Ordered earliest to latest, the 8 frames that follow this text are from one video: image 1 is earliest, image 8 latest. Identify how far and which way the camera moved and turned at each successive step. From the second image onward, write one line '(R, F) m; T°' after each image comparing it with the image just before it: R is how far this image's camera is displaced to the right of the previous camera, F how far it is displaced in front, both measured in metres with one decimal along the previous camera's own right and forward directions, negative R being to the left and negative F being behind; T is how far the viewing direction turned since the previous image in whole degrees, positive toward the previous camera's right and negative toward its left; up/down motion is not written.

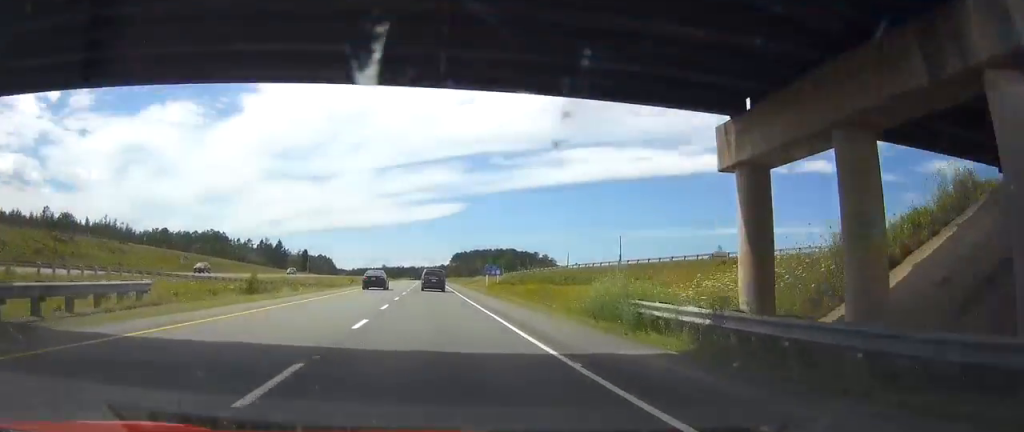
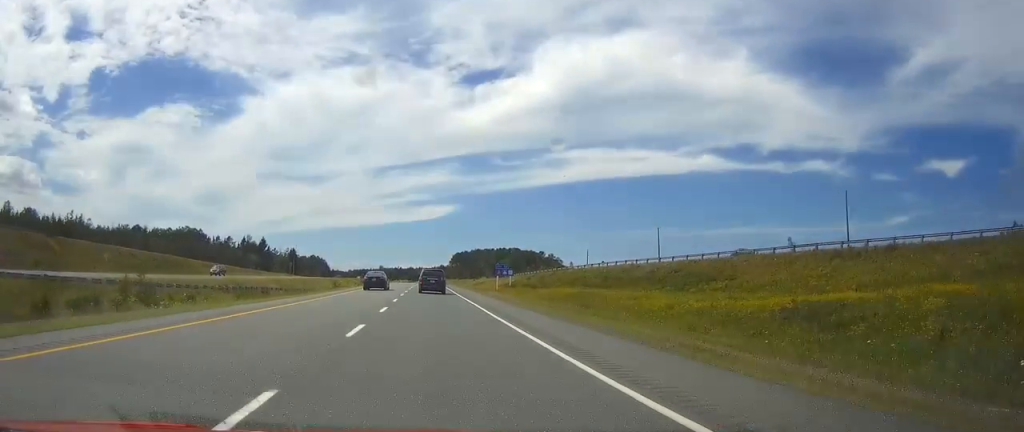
(0.0, +29.0) m; 0°
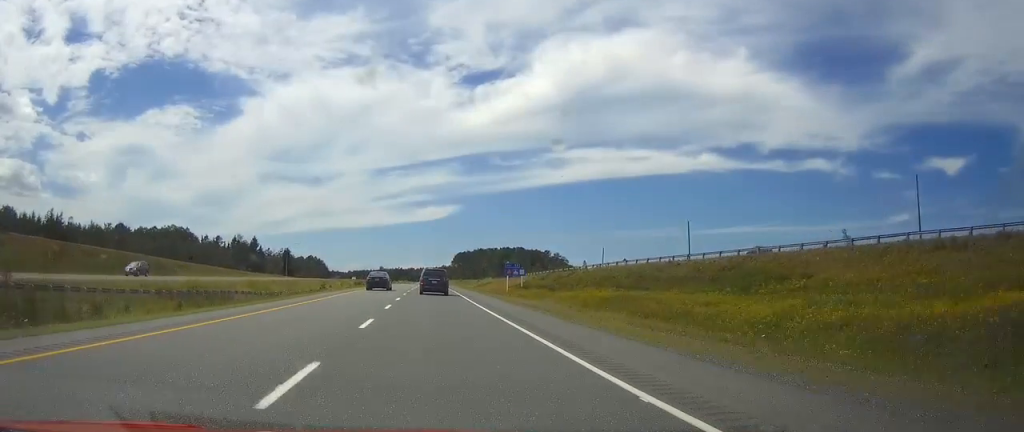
(0.0, +16.0) m; 0°
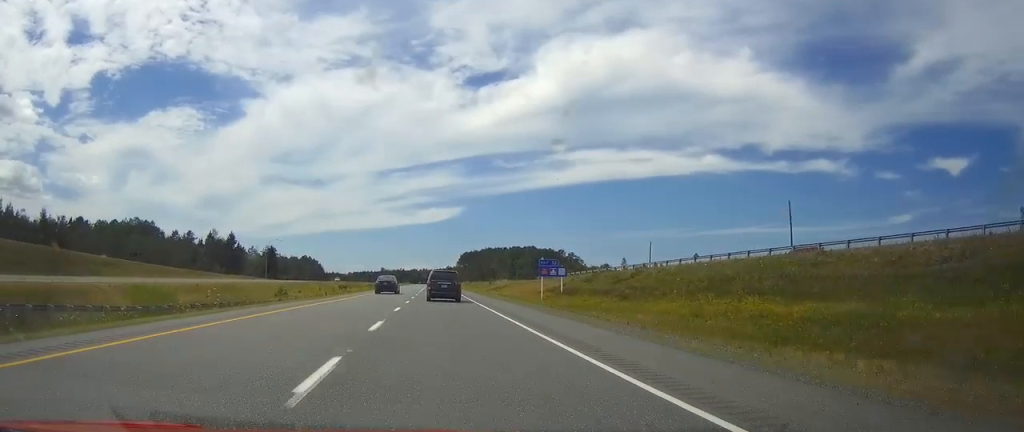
(+0.1, +36.2) m; 0°
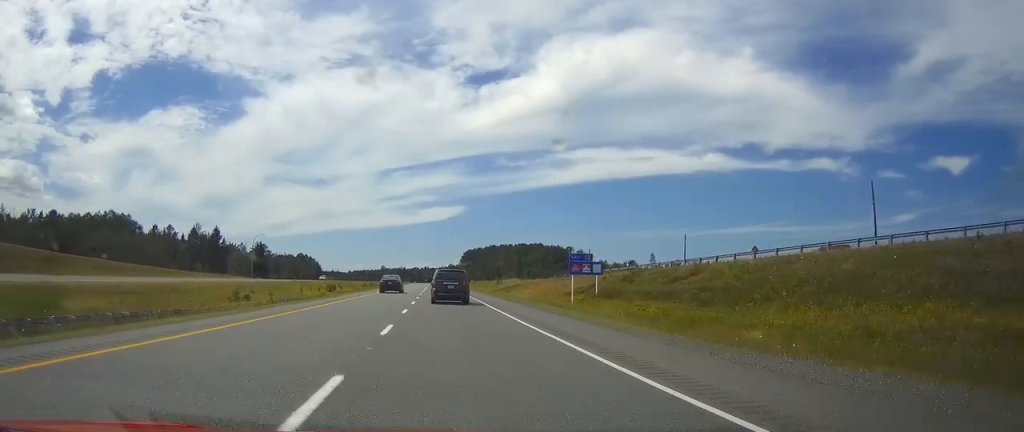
(0.0, +19.3) m; 0°
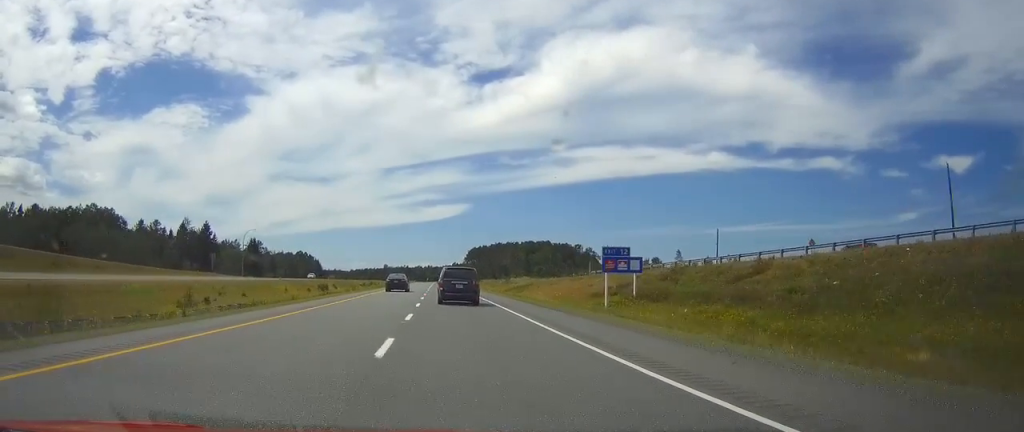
(0.0, +13.2) m; 0°
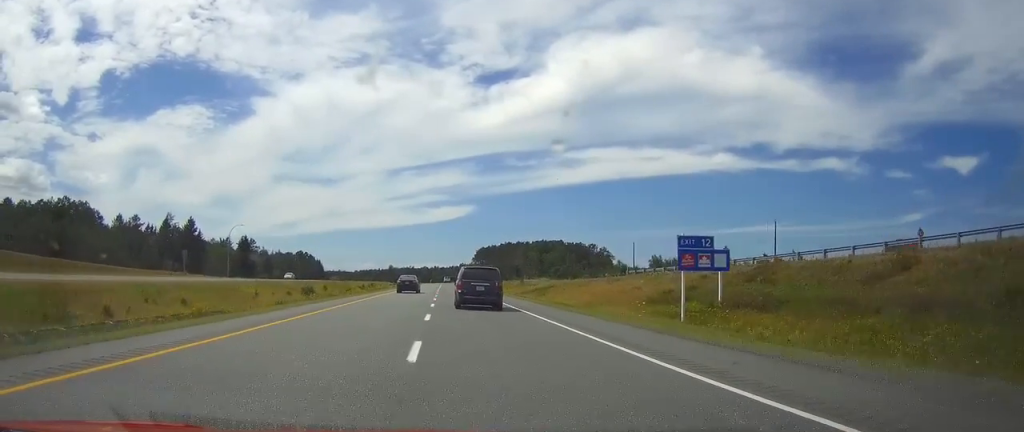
(-0.1, +18.4) m; 0°
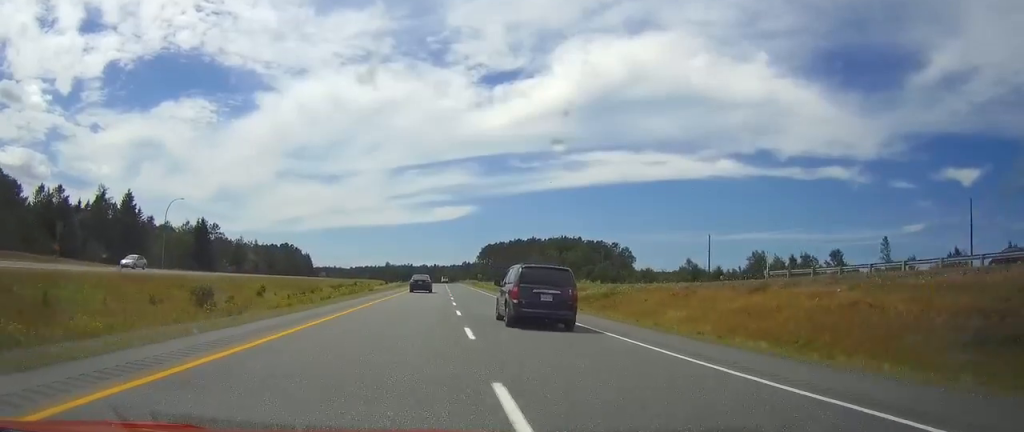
(-0.2, +41.4) m; 0°
